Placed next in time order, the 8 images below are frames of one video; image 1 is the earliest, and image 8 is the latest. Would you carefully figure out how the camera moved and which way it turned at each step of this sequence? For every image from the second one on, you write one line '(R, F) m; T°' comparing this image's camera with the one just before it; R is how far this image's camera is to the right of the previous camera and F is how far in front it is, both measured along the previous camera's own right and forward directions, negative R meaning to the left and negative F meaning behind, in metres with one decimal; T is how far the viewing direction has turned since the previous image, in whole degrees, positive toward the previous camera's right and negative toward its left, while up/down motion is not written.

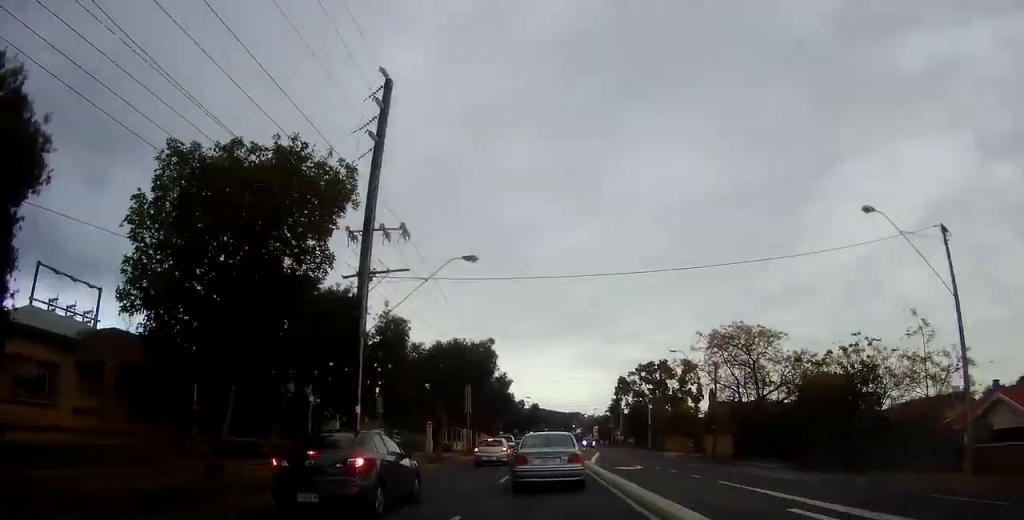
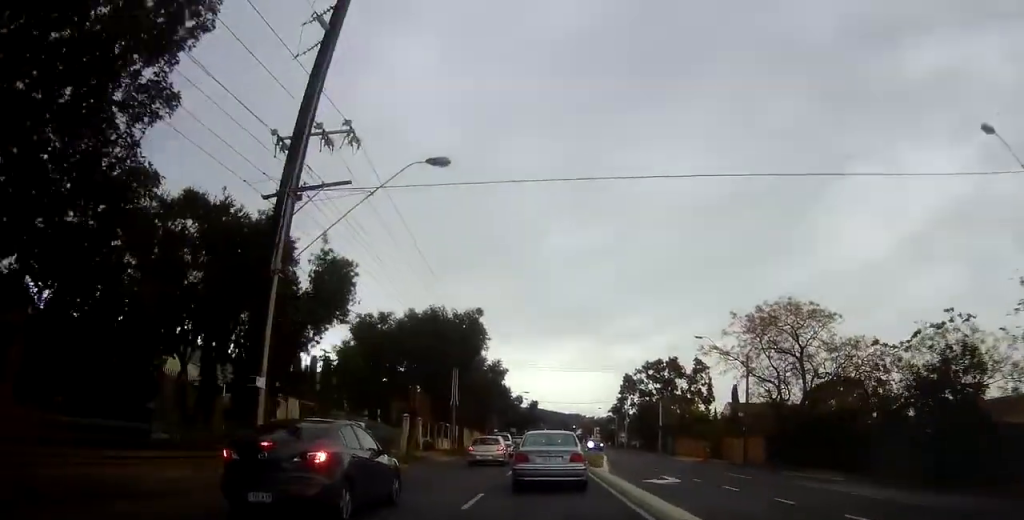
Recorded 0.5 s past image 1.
(+0.2, +8.0) m; 0°
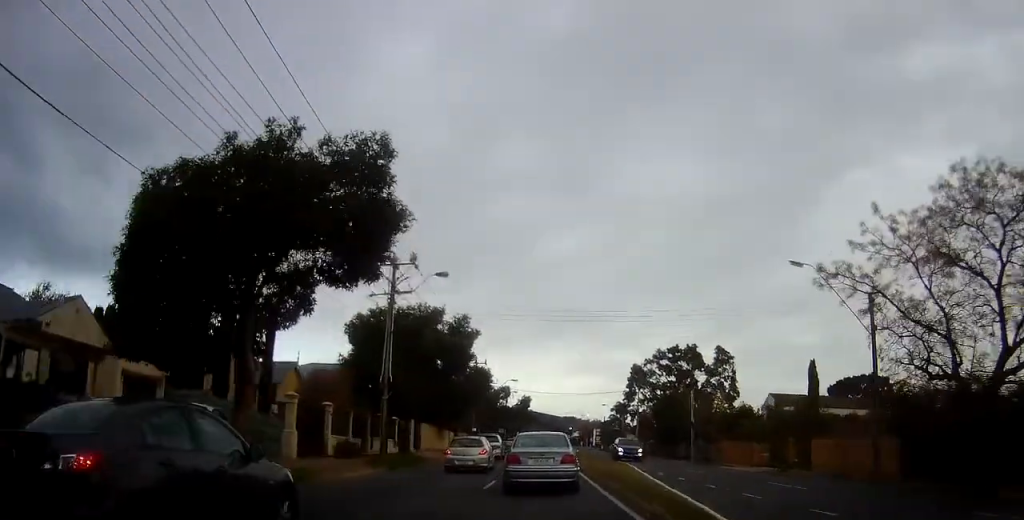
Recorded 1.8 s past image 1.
(-0.4, +18.3) m; -1°
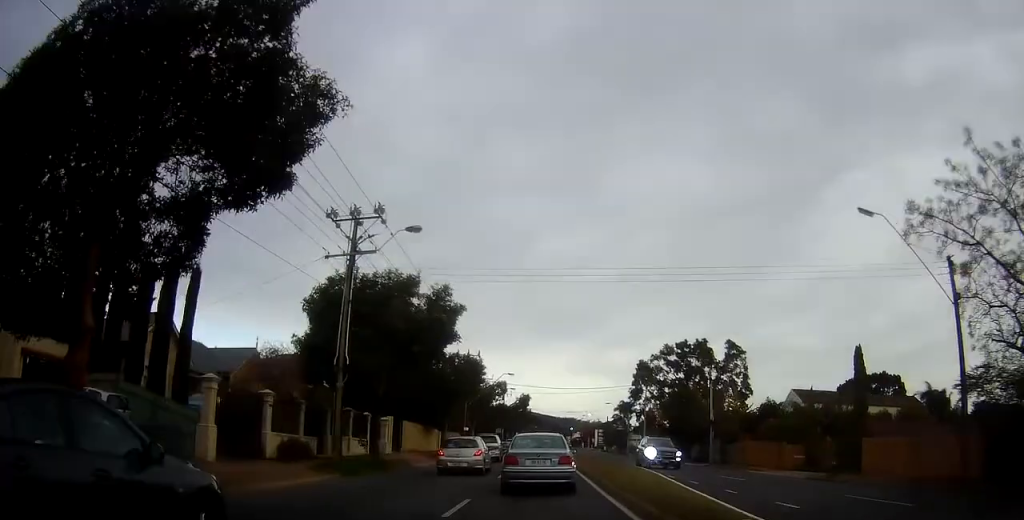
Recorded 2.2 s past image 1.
(-0.2, +6.3) m; 0°
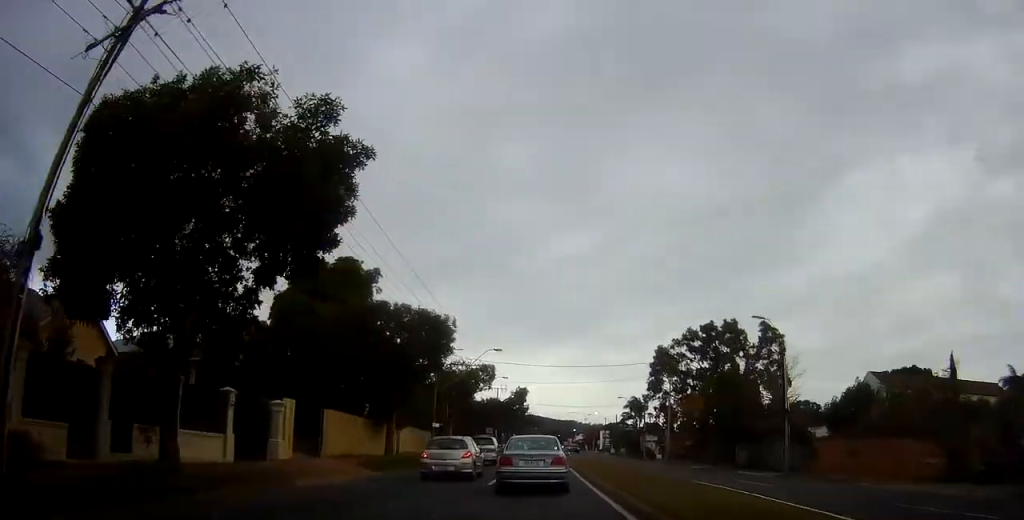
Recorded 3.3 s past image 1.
(+0.6, +15.4) m; 0°
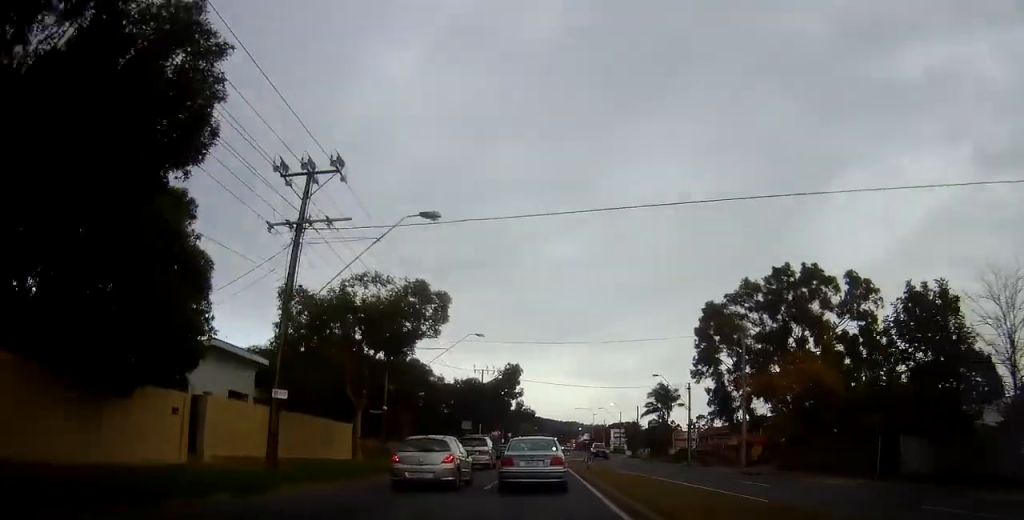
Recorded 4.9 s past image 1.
(0.0, +24.1) m; +2°
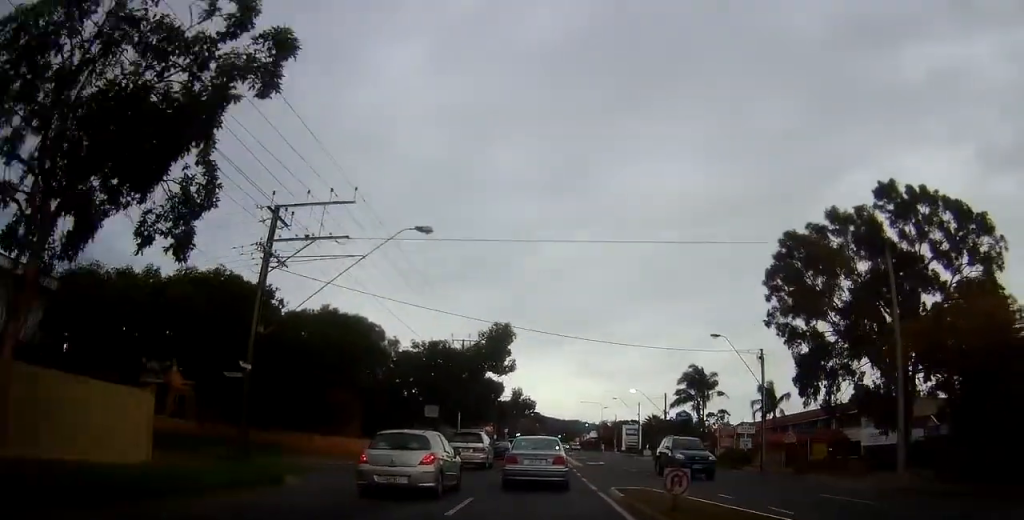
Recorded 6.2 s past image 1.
(-0.2, +18.3) m; 0°
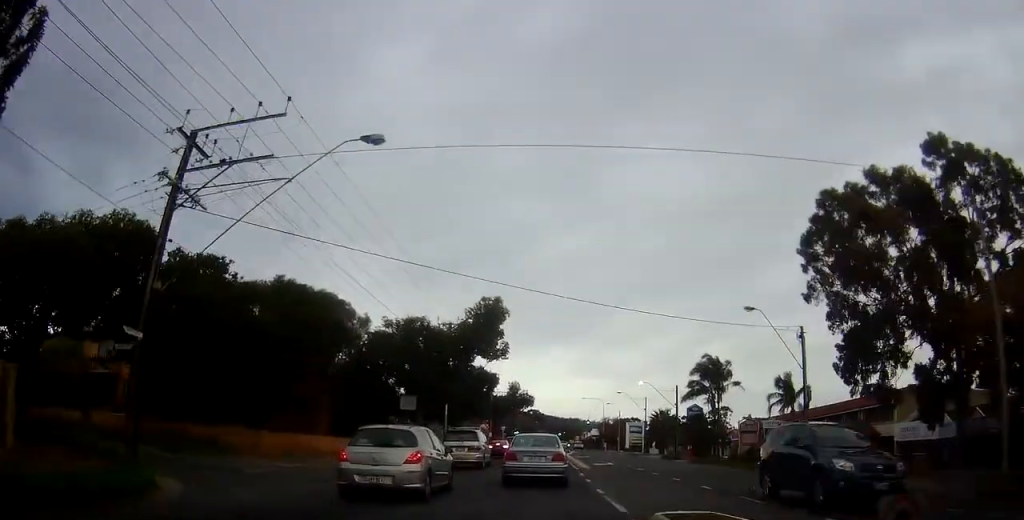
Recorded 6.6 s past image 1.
(+0.2, +6.3) m; -1°
